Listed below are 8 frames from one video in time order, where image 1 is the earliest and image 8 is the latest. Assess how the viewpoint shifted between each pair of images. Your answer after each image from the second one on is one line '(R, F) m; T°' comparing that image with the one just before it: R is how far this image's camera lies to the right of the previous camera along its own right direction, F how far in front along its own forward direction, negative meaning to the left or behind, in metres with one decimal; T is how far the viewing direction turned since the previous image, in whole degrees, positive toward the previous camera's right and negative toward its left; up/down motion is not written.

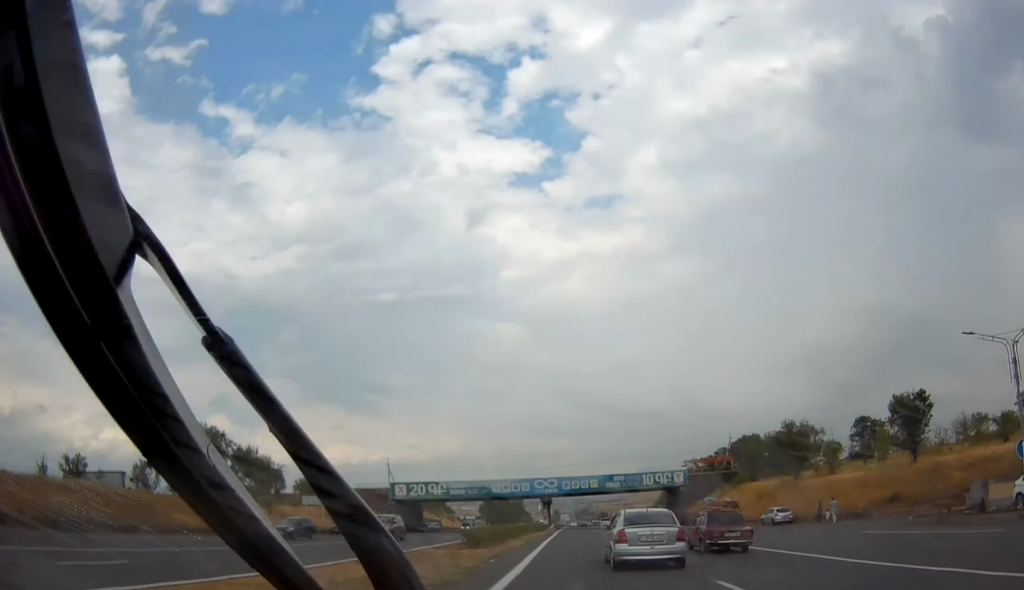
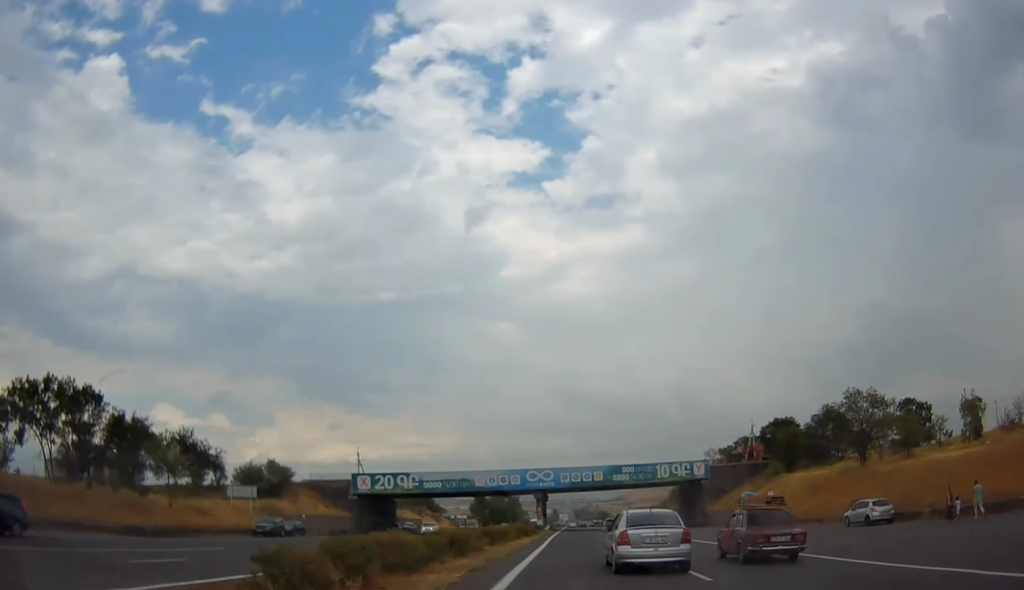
(0.0, +18.7) m; -1°
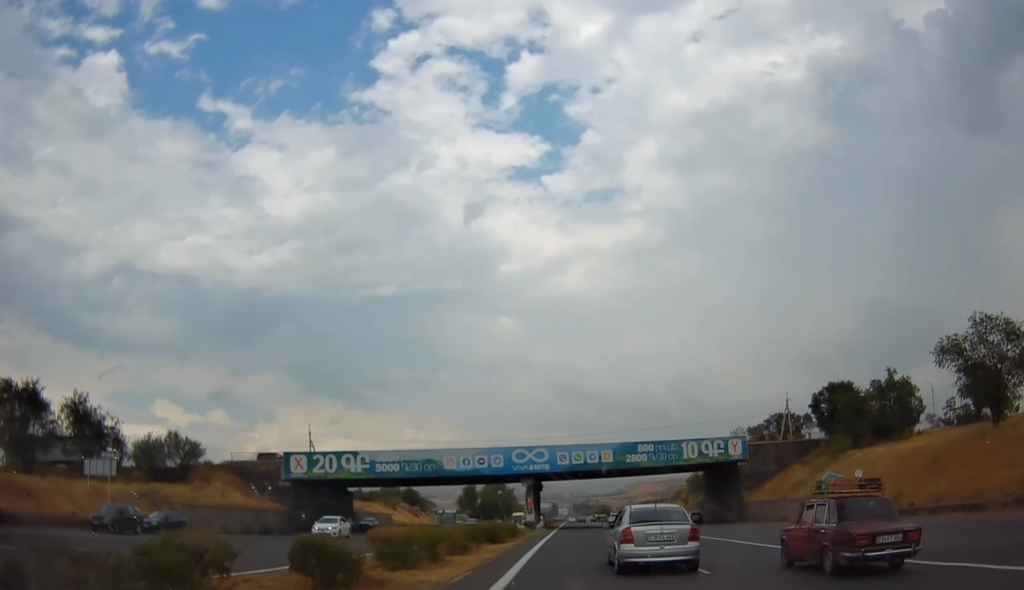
(-0.2, +21.7) m; -1°
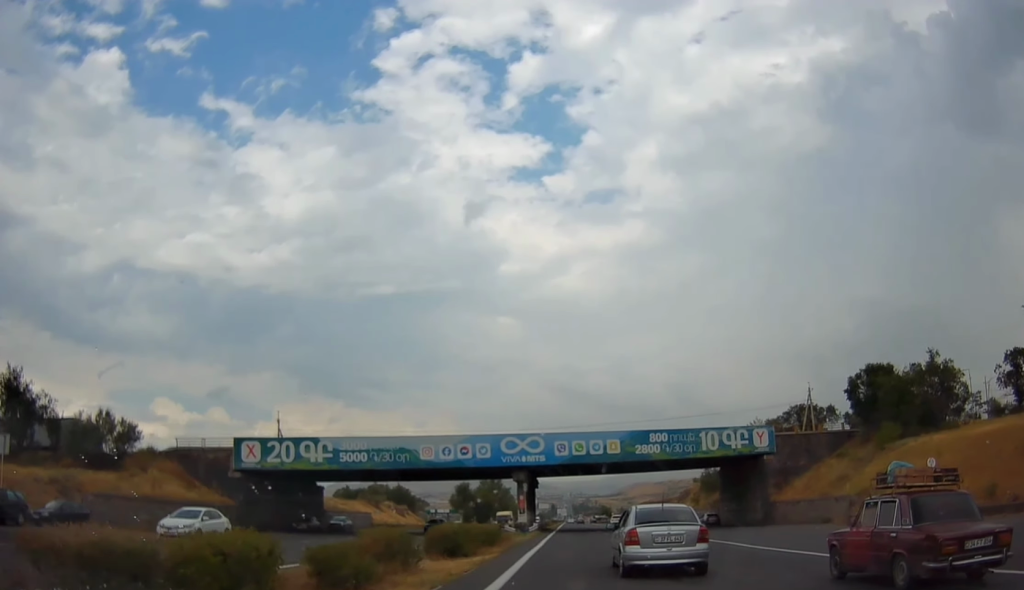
(0.0, +10.7) m; 0°
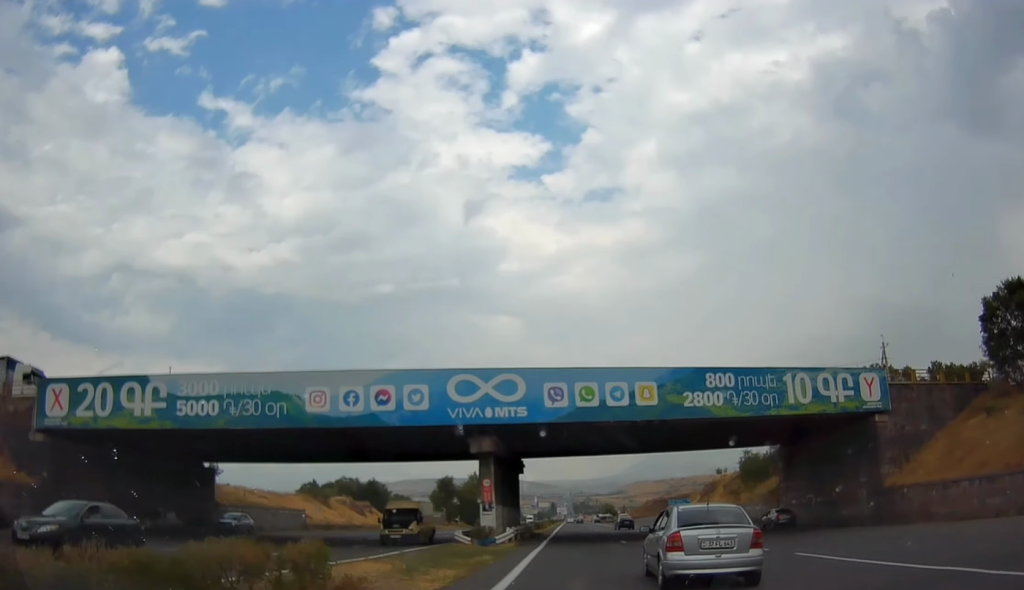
(+0.2, +24.2) m; +1°
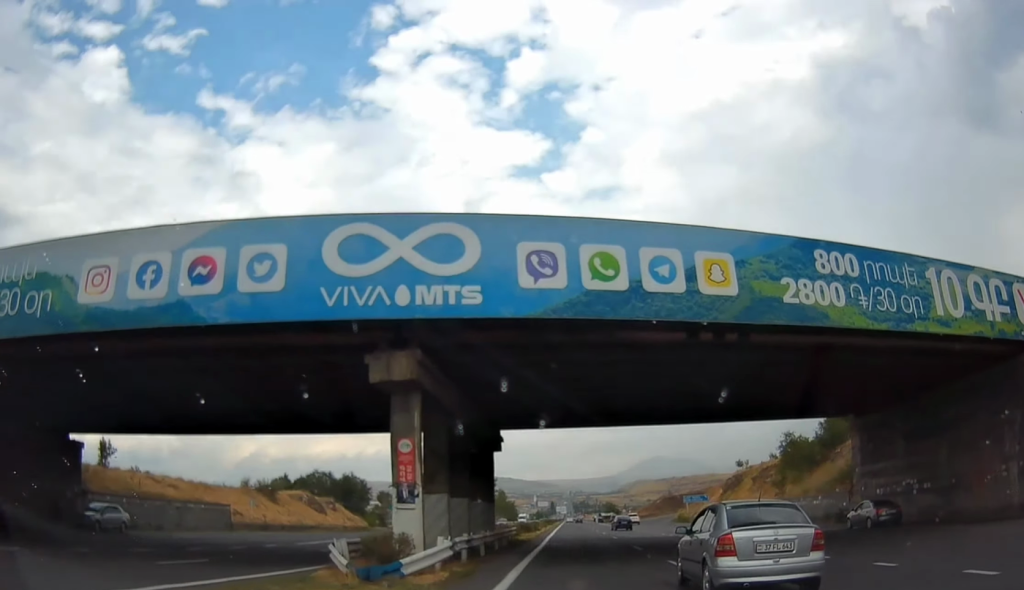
(+0.2, +15.3) m; 0°
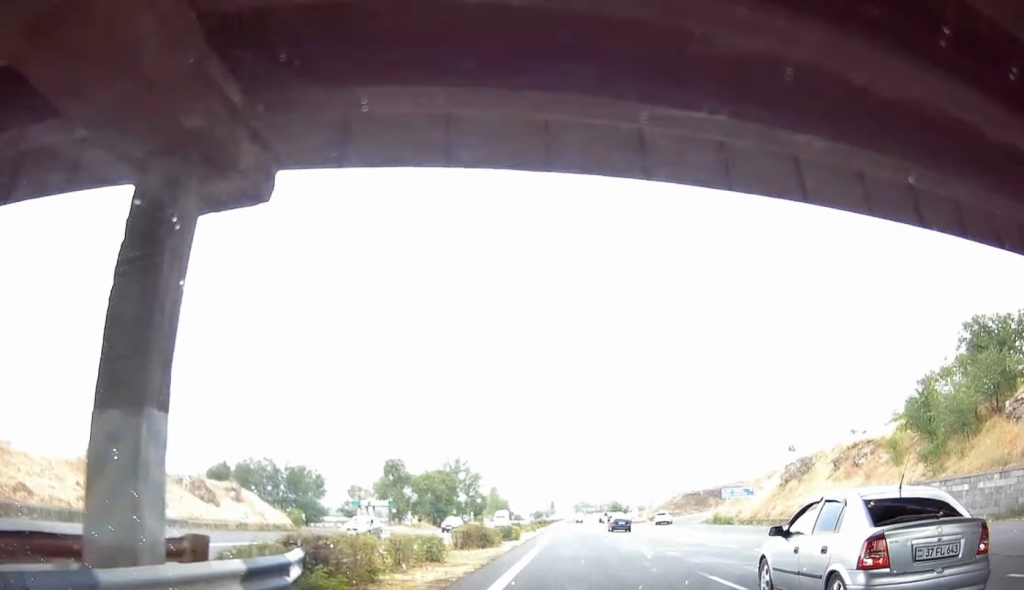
(-0.2, +26.0) m; 0°
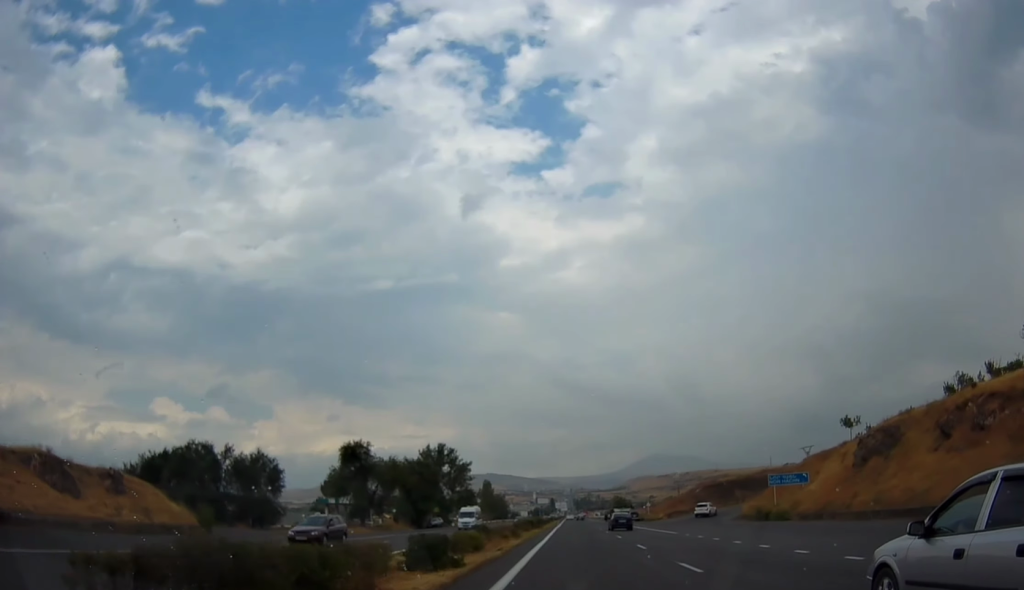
(+0.2, +19.7) m; +1°
